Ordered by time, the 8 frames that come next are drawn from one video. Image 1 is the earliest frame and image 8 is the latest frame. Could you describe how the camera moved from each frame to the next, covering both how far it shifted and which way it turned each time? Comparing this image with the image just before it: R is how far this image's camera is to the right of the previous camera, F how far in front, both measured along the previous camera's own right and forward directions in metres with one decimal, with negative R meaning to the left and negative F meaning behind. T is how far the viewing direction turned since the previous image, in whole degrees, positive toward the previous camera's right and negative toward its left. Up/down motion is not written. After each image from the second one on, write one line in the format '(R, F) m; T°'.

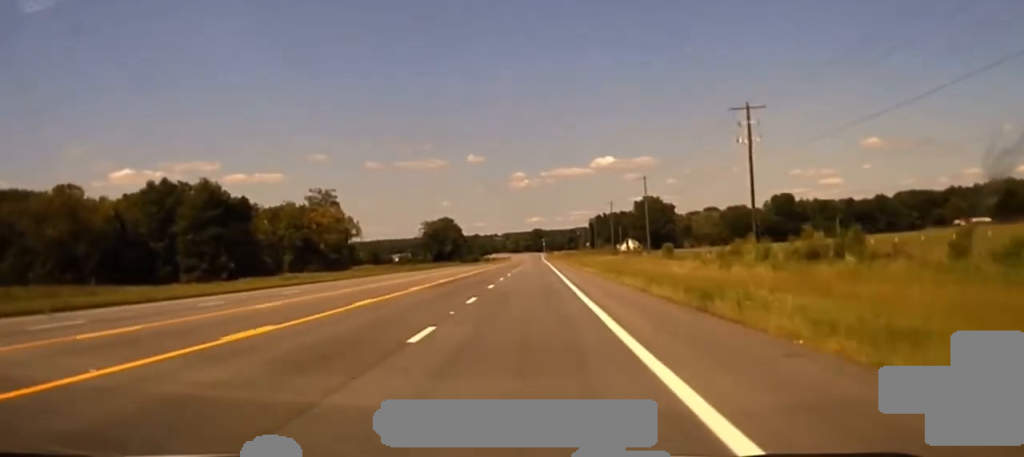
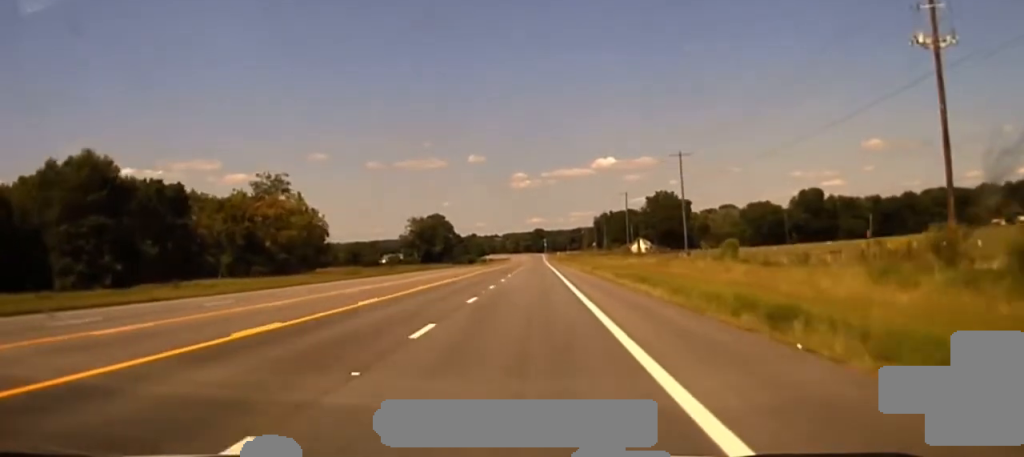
(0.0, +38.8) m; -1°
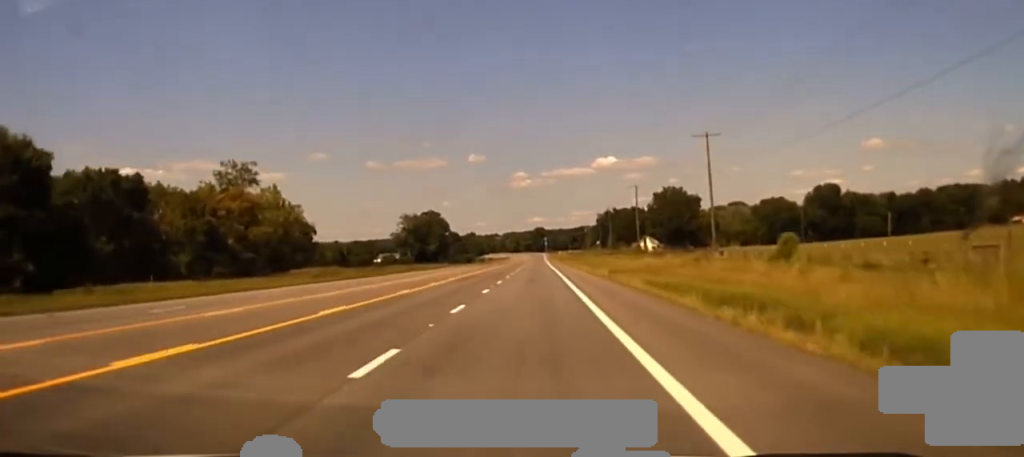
(-0.2, +17.6) m; 0°
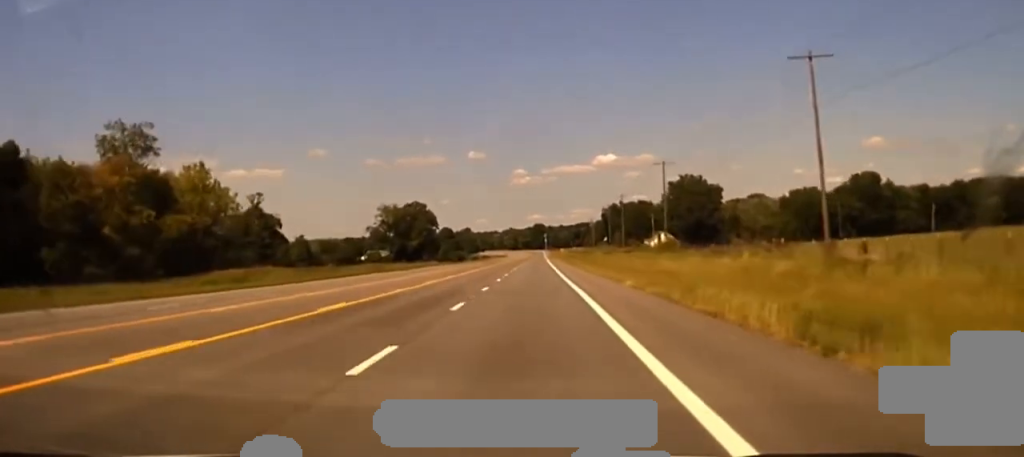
(0.0, +33.8) m; 0°
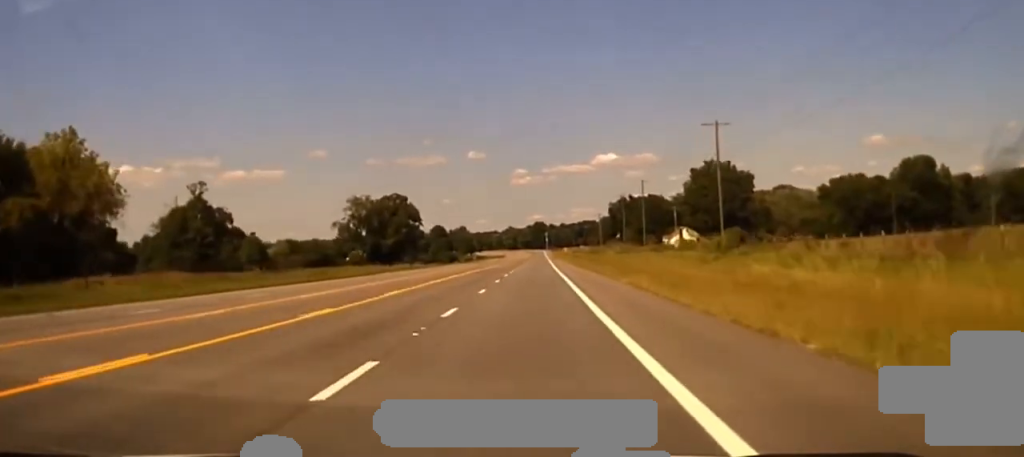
(+0.2, +34.1) m; 0°
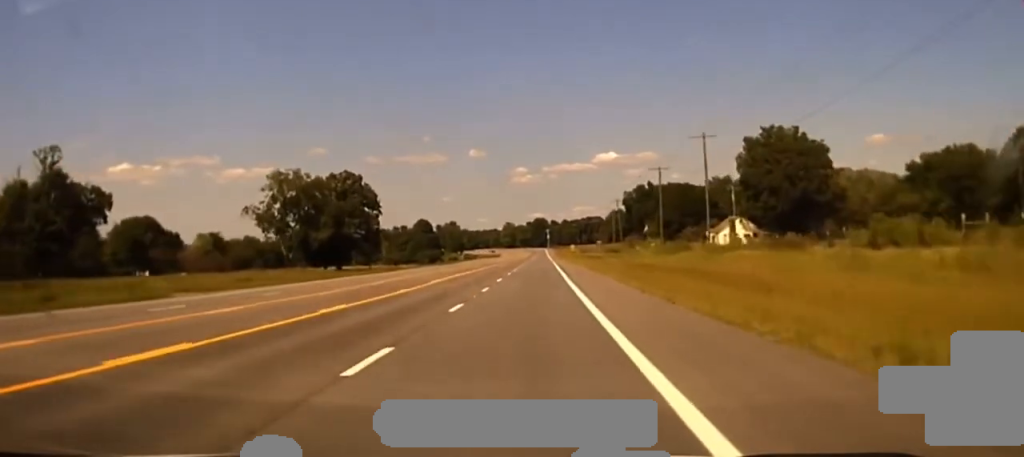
(-0.1, +60.4) m; 0°
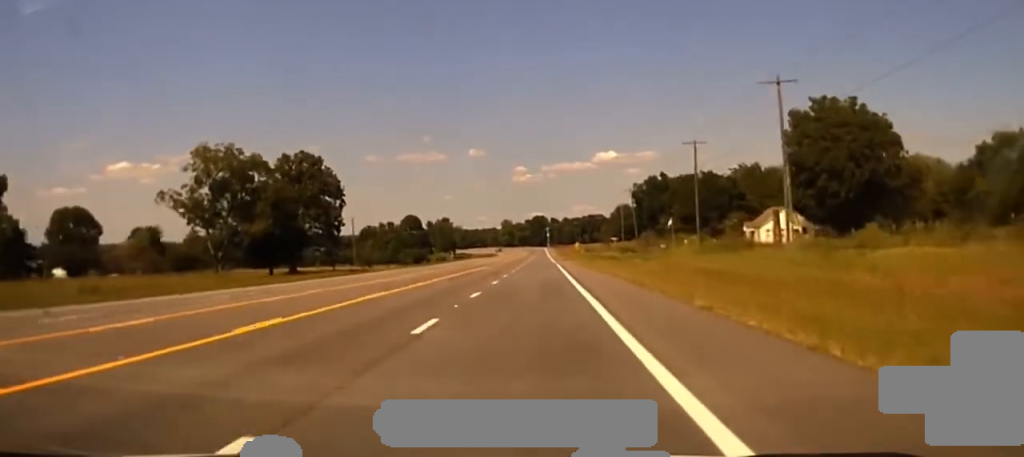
(0.0, +34.3) m; 0°
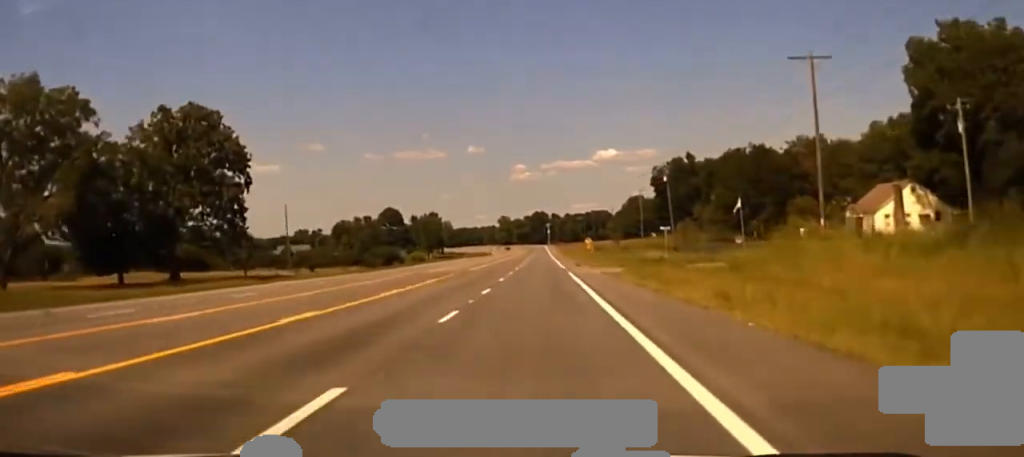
(0.0, +53.0) m; 0°
